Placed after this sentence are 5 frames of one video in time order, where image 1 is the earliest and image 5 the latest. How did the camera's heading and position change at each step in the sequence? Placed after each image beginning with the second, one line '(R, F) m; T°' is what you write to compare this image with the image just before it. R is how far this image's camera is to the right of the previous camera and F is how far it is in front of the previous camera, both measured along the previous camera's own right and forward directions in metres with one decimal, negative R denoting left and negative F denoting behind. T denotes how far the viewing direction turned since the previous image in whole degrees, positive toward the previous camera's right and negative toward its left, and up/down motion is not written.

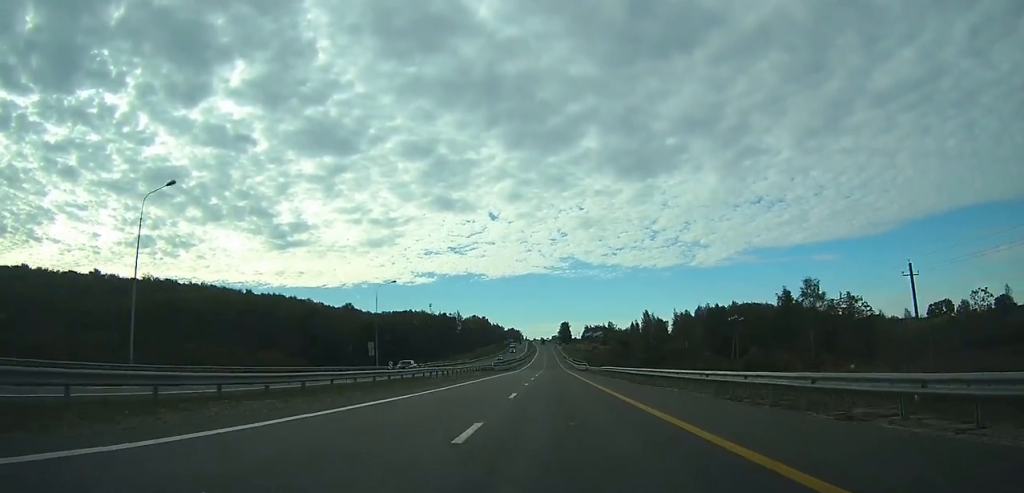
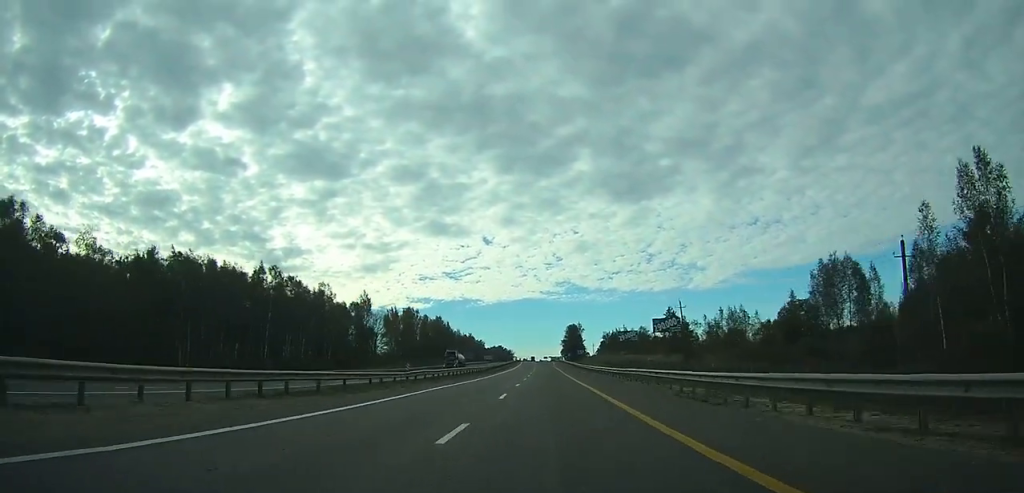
(+0.3, +190.8) m; 0°
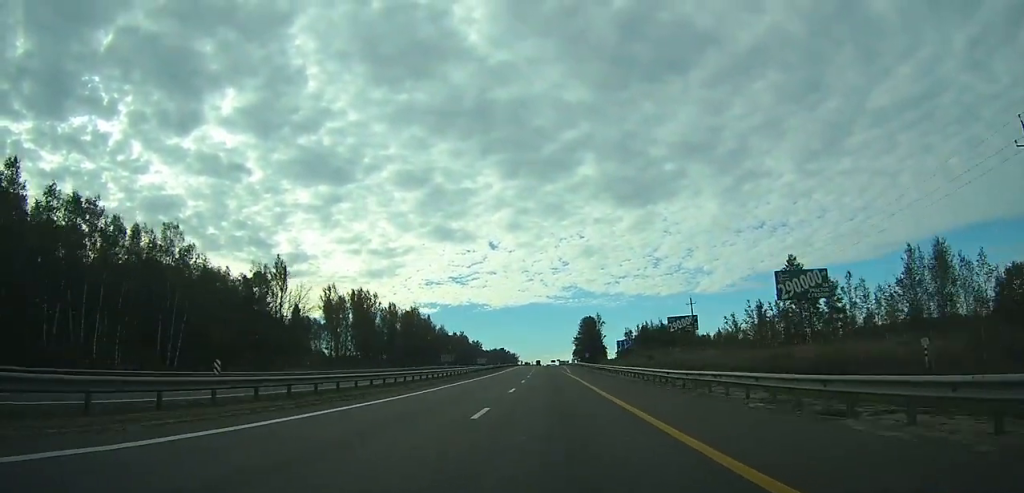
(-0.5, +66.2) m; -1°
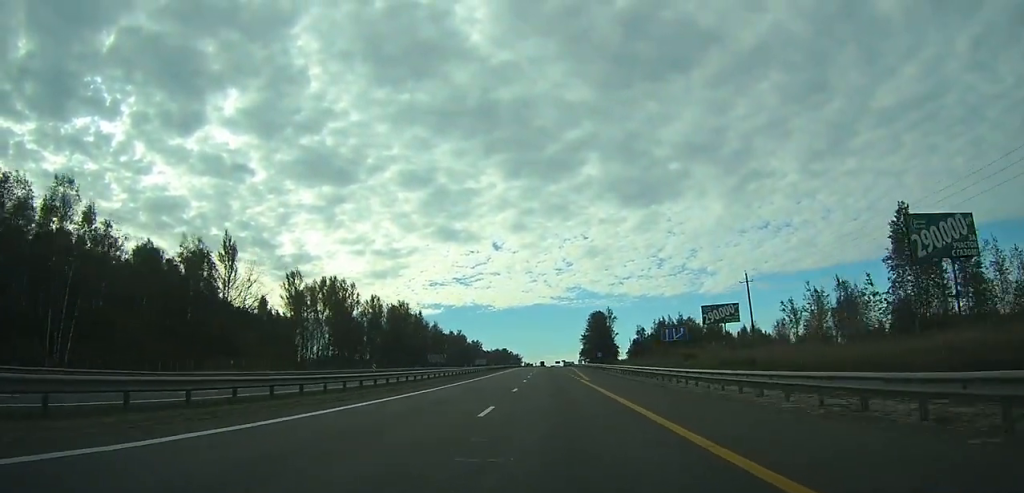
(0.0, +22.9) m; 0°
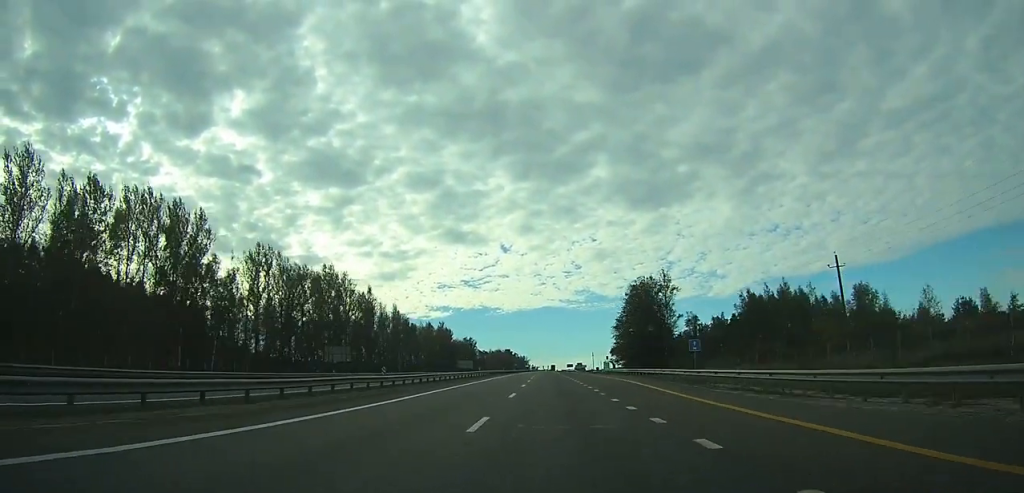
(-0.6, +70.6) m; -1°
